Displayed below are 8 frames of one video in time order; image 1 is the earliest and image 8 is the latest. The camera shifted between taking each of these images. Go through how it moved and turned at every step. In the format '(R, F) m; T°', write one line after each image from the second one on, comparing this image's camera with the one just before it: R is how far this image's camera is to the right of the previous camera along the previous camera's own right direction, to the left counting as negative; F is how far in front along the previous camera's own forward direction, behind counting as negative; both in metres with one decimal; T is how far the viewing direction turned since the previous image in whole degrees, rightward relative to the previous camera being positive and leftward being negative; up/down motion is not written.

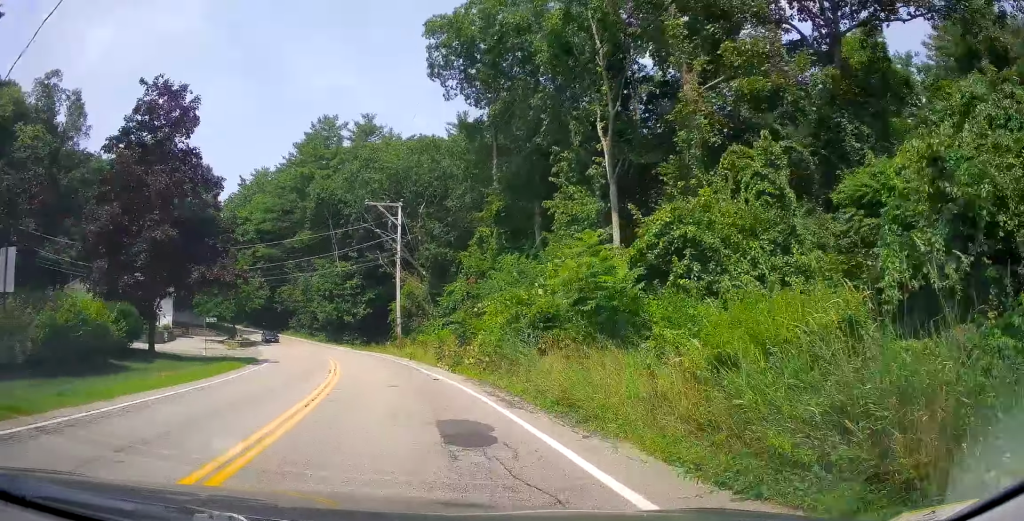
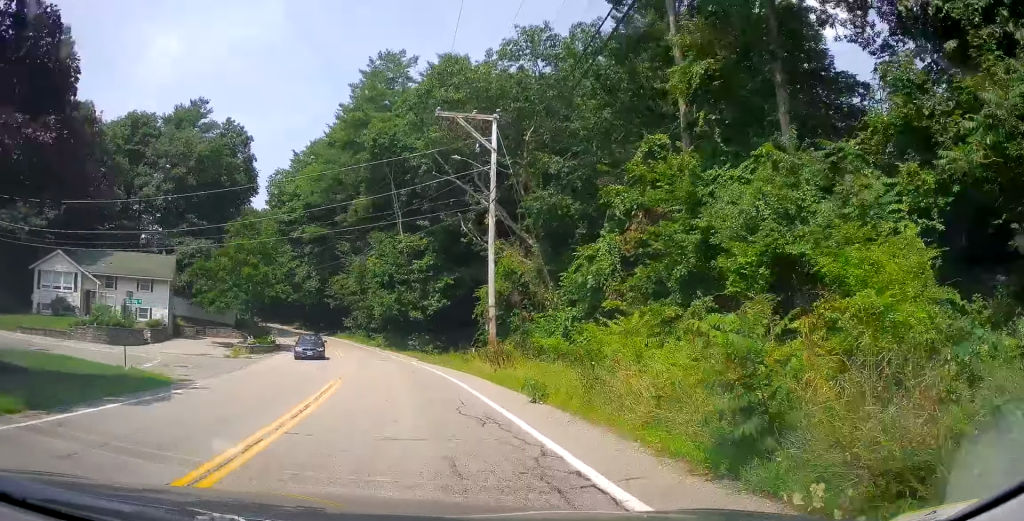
(-2.4, +19.9) m; -9°
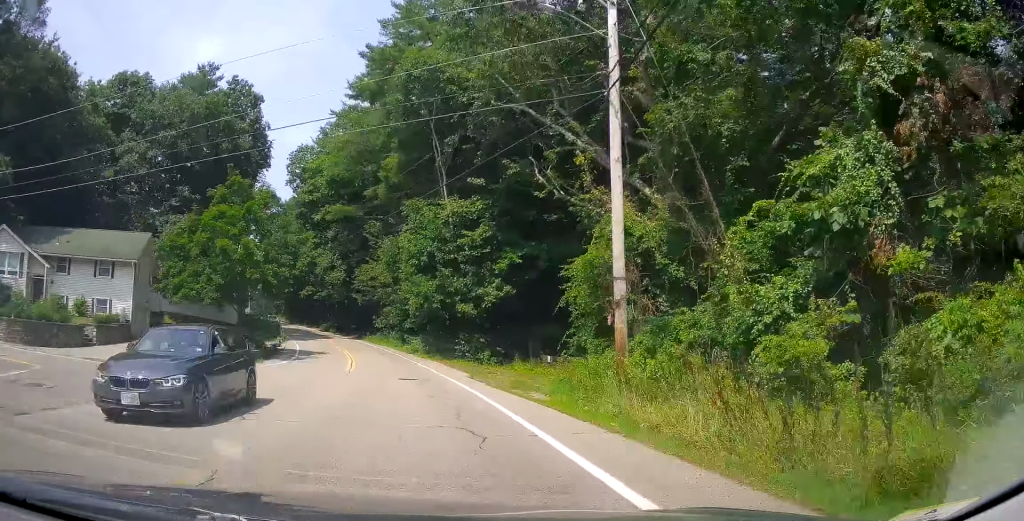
(-0.2, +13.3) m; -5°
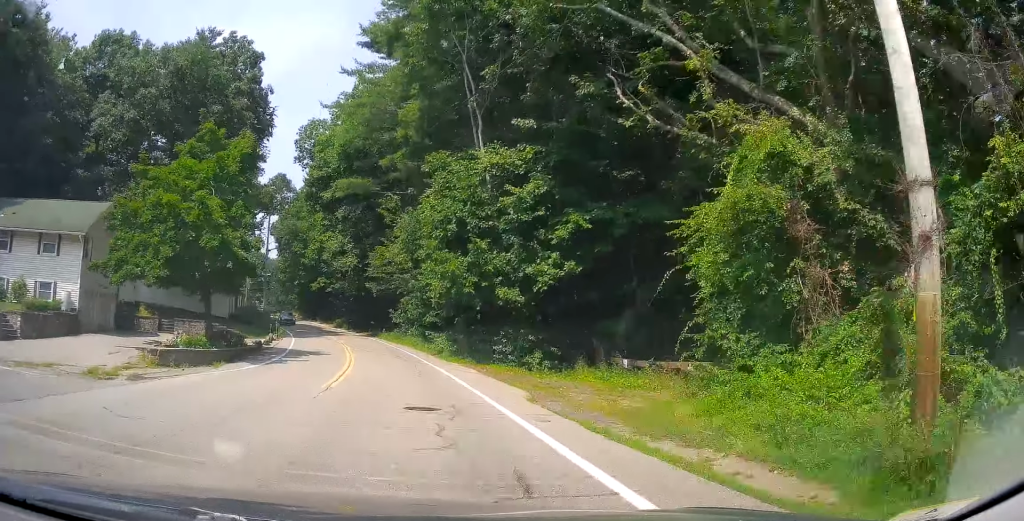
(-0.6, +9.0) m; -2°
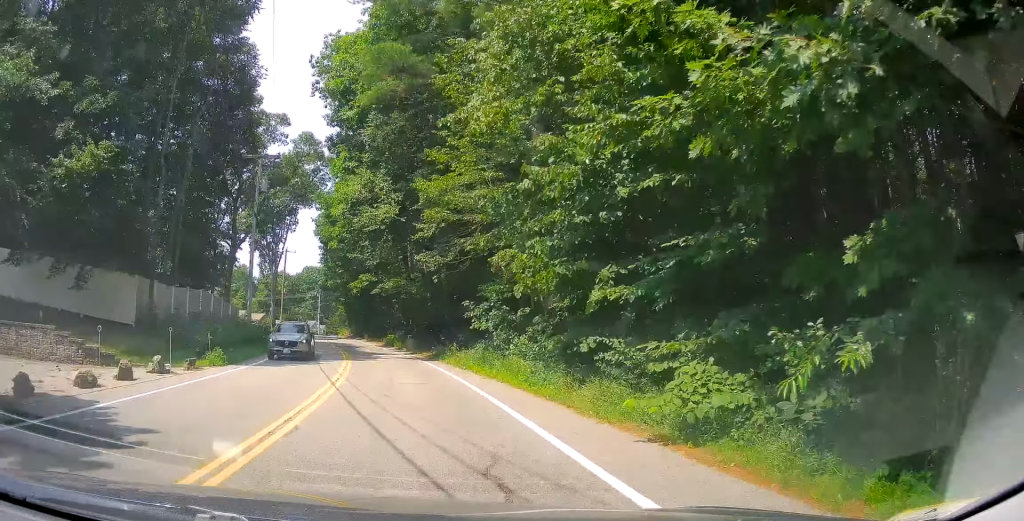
(-0.9, +24.2) m; -6°
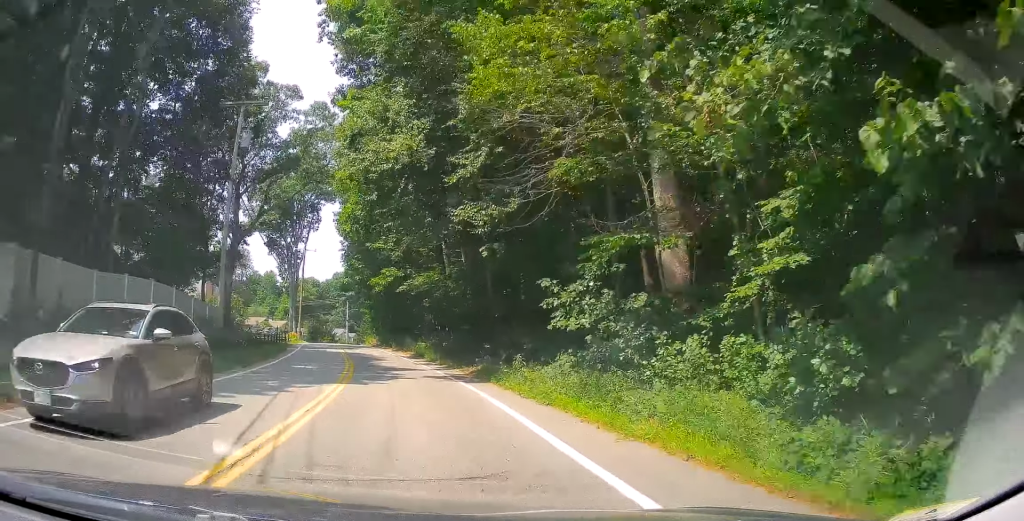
(-0.5, +9.5) m; -2°
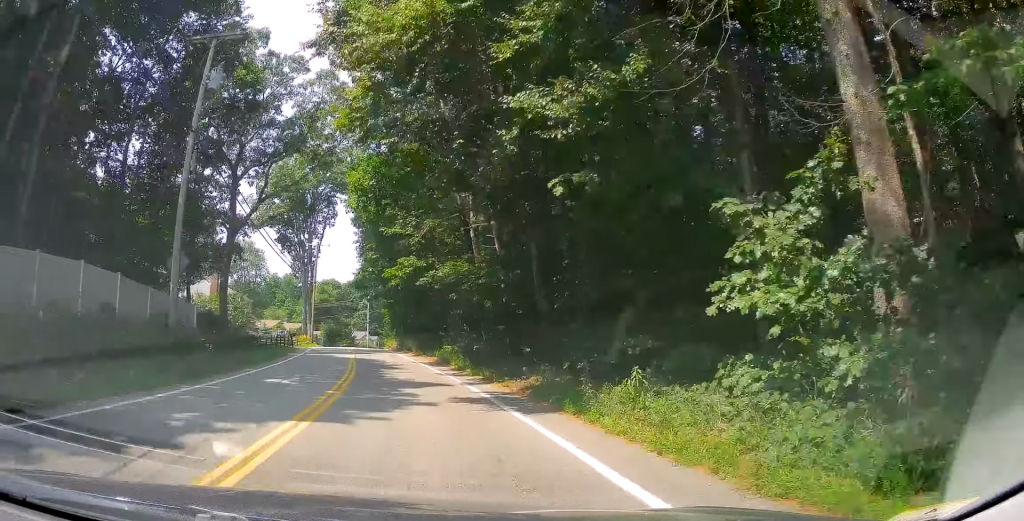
(-0.2, +6.7) m; -2°
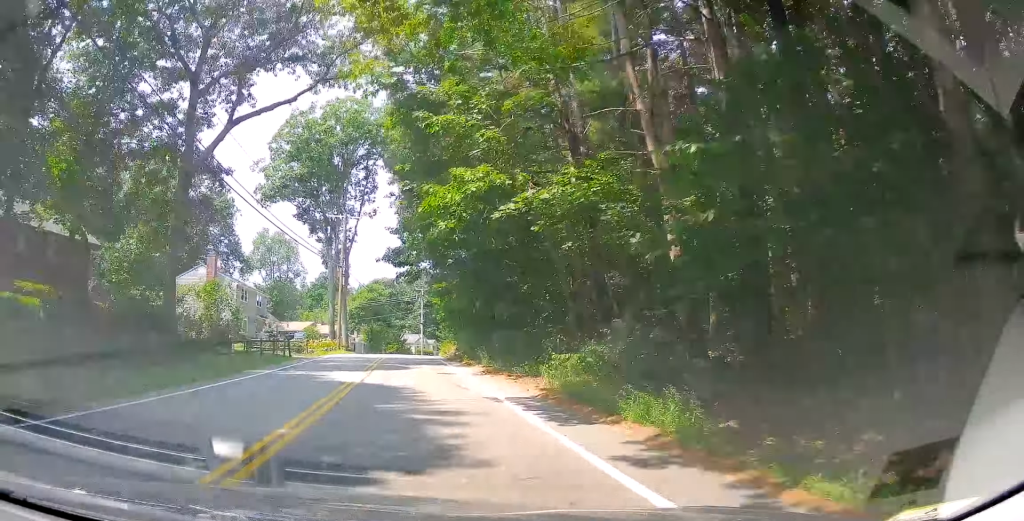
(-0.2, +17.9) m; -6°
